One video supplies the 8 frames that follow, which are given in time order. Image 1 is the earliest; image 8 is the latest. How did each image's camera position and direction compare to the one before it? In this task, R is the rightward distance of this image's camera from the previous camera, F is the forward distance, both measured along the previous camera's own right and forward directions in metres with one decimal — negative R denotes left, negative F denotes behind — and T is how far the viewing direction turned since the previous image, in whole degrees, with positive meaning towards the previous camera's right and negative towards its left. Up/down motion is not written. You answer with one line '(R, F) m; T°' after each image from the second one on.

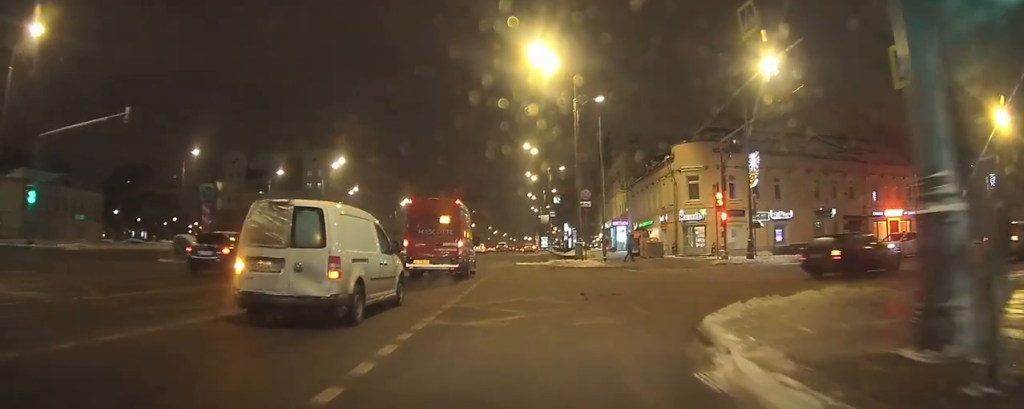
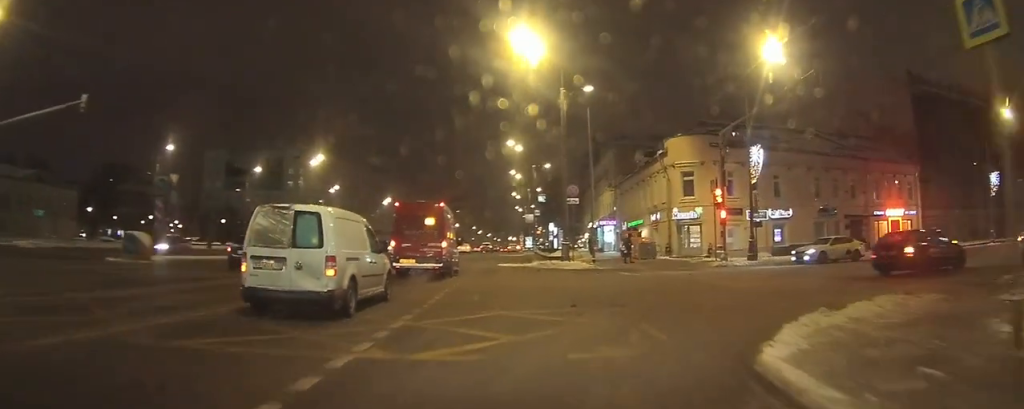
(-0.1, +3.2) m; +4°
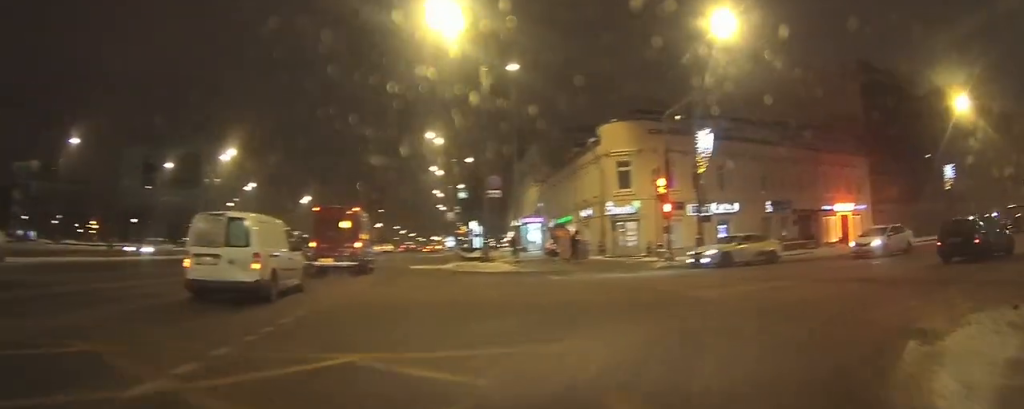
(+0.4, +5.2) m; +7°
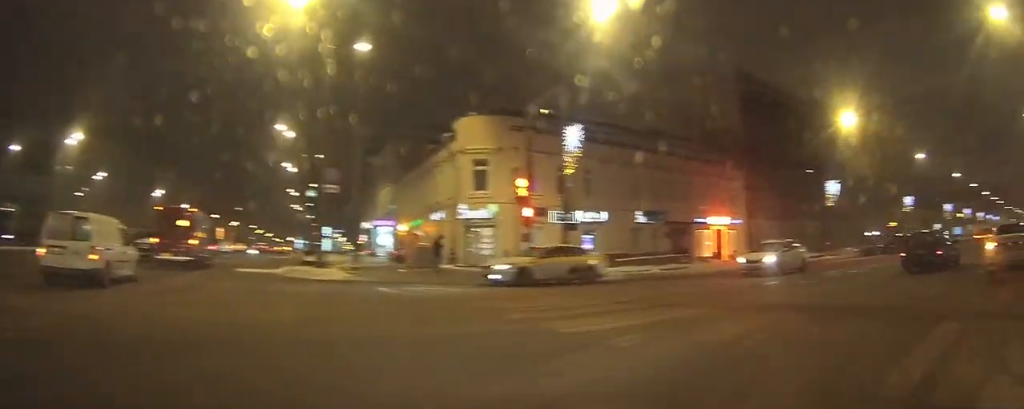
(+0.3, +4.7) m; +7°
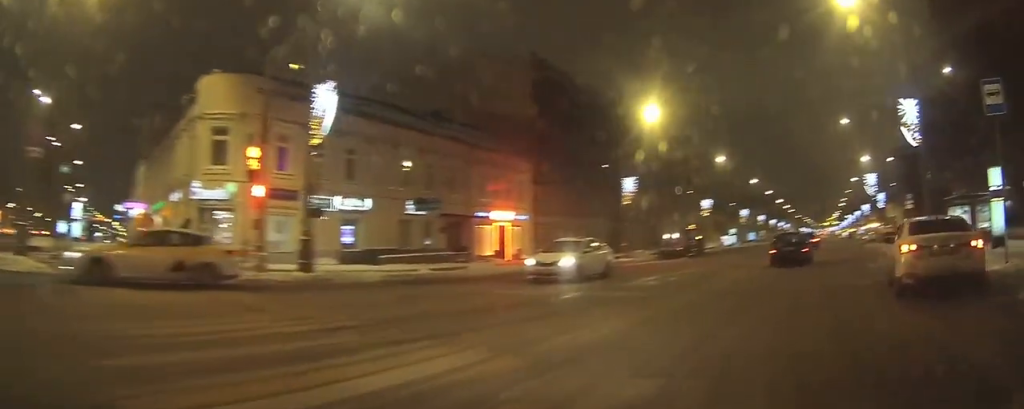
(+0.5, +6.3) m; +11°
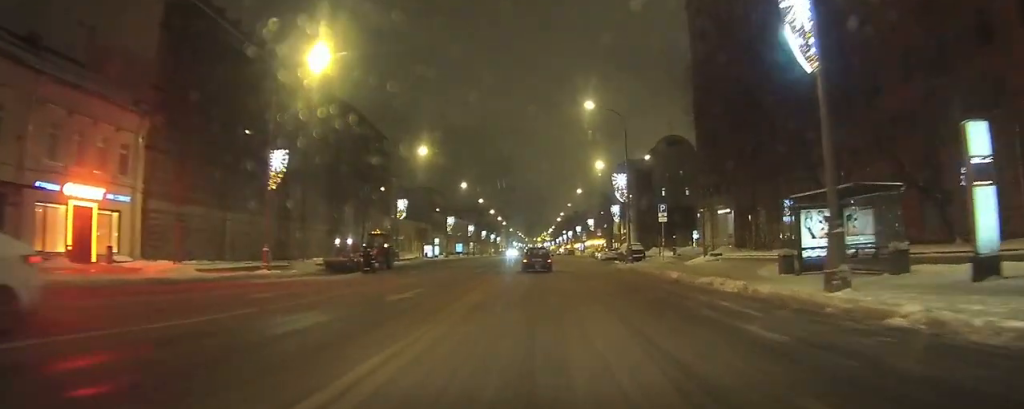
(+3.7, +15.2) m; +23°
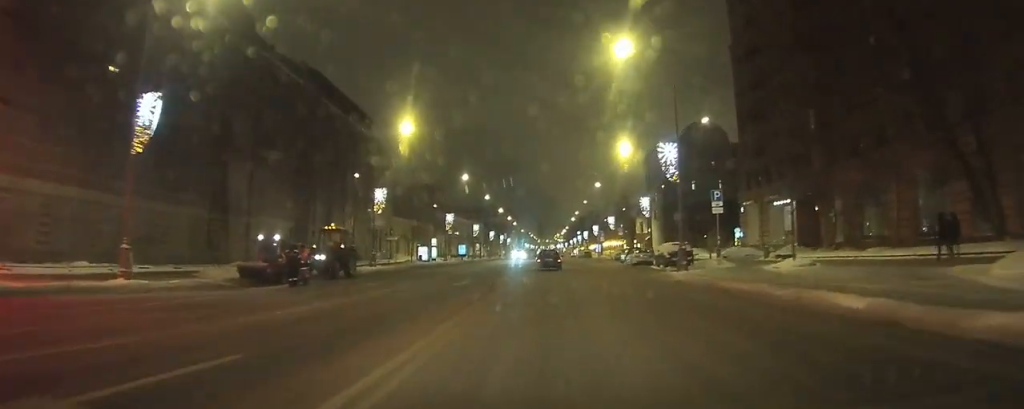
(+0.1, +12.0) m; 0°
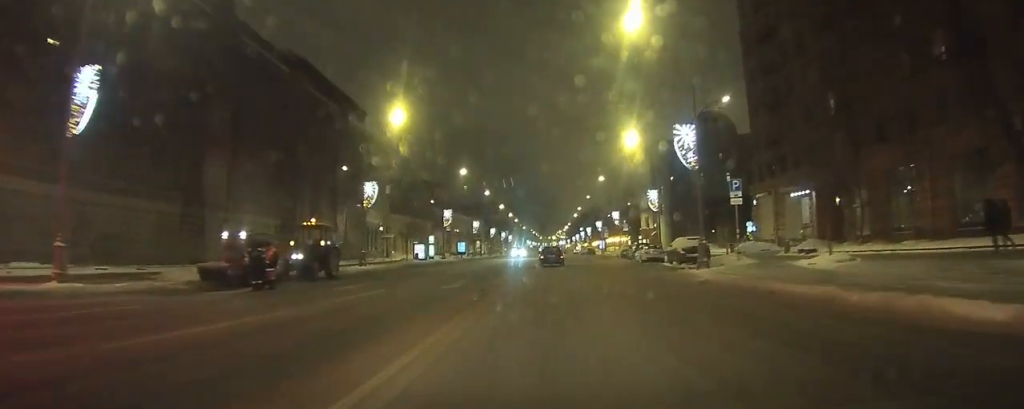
(0.0, +3.2) m; 0°
